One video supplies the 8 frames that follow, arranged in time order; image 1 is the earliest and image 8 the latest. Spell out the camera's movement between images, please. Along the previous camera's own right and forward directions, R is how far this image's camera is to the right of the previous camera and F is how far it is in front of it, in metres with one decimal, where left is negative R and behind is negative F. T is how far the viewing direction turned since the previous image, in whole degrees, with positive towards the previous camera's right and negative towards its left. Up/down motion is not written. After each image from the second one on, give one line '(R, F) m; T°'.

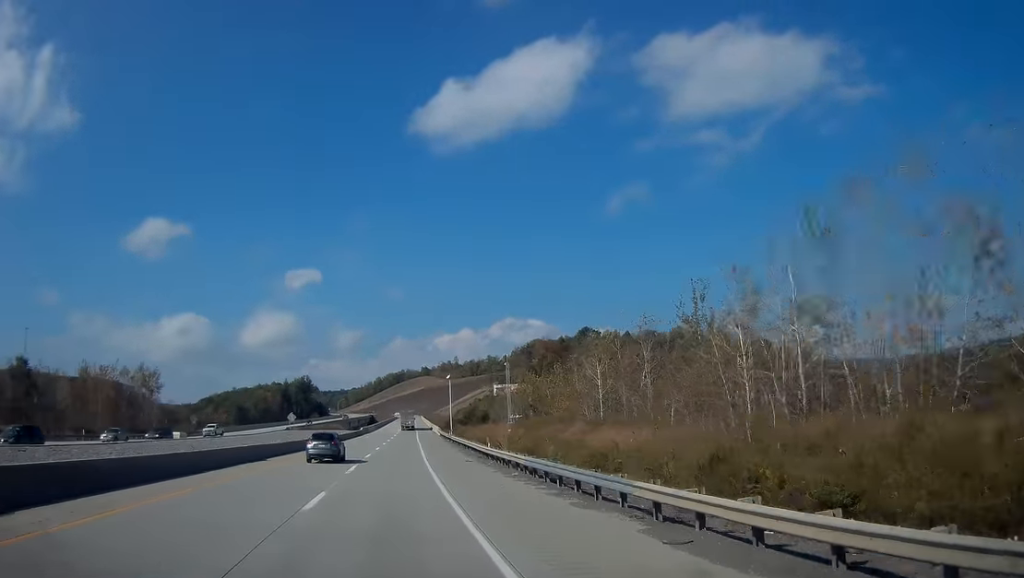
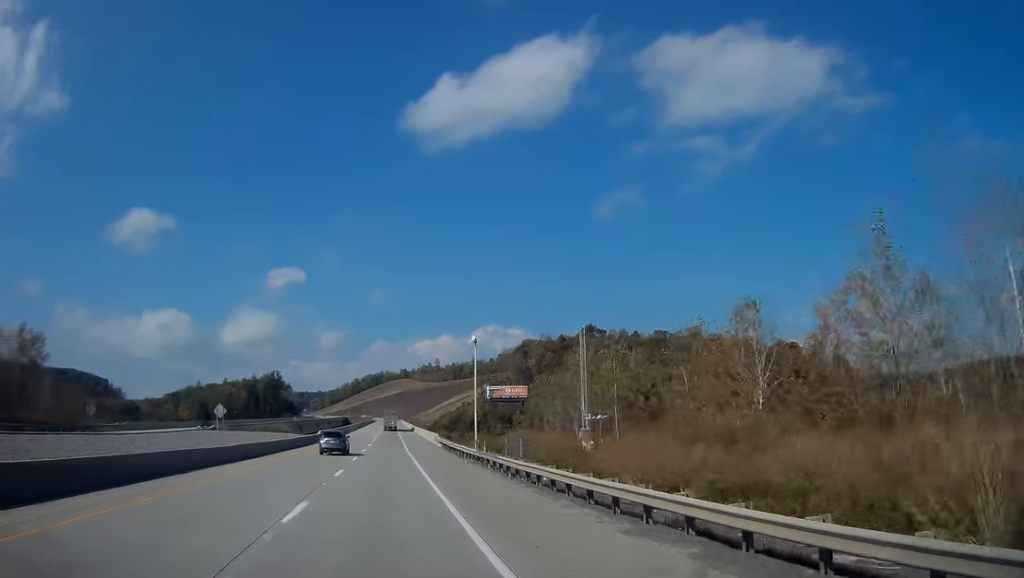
(+0.6, +37.8) m; +2°
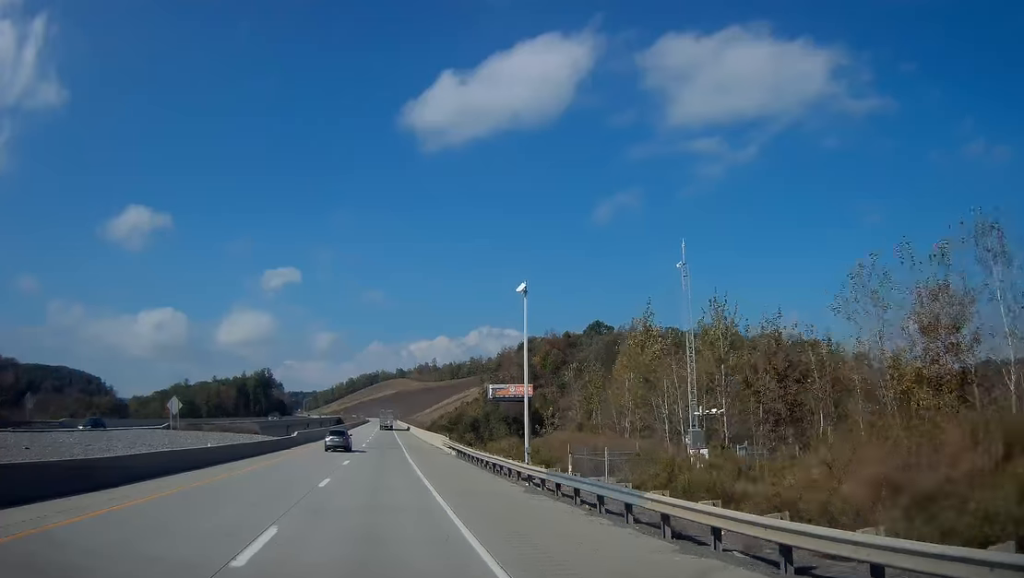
(+0.2, +16.2) m; +1°
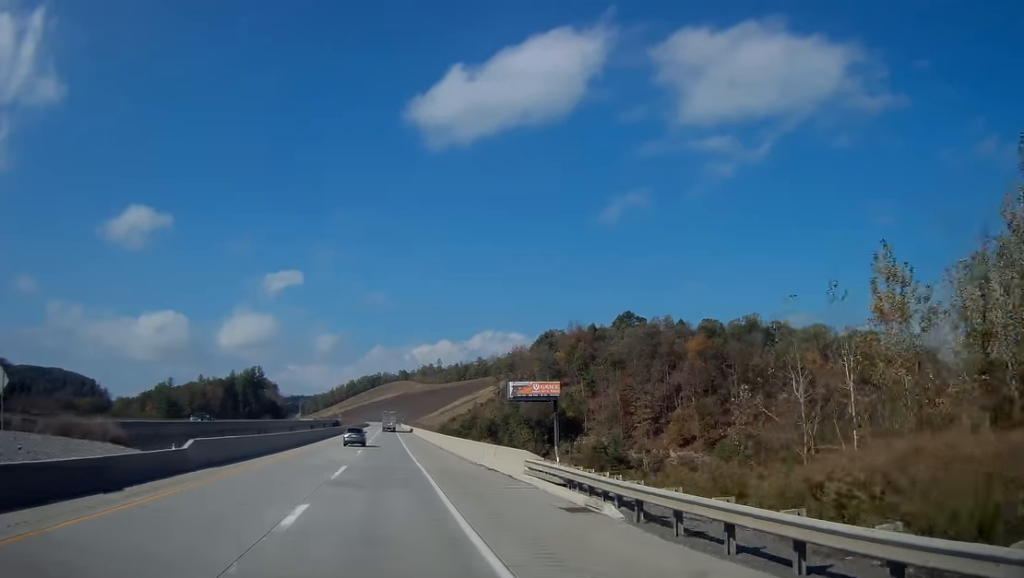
(+0.6, +32.5) m; +1°
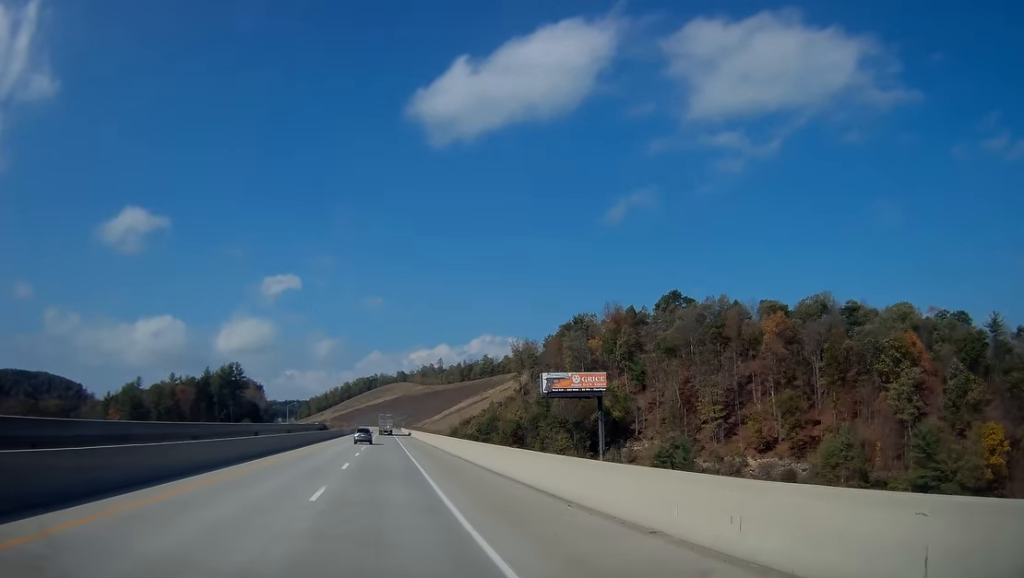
(-0.2, +43.4) m; 0°
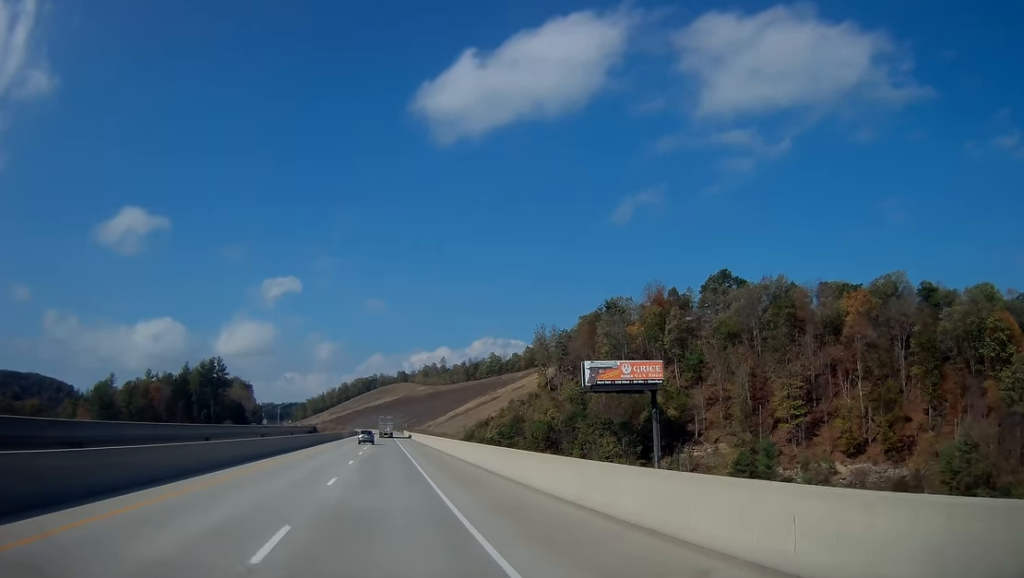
(+0.3, +31.9) m; 0°
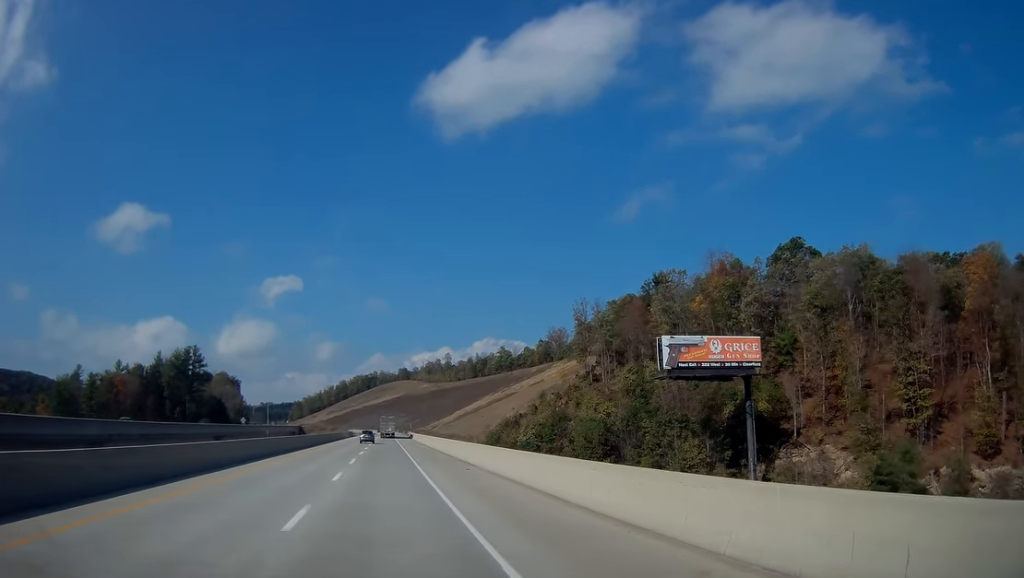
(-0.2, +33.8) m; 0°
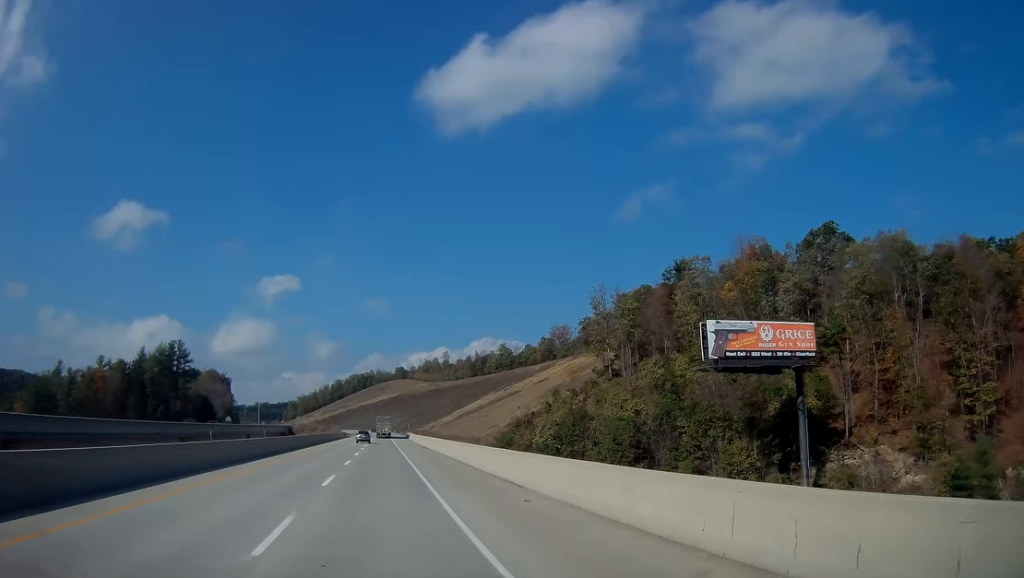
(+0.1, +13.7) m; 0°
